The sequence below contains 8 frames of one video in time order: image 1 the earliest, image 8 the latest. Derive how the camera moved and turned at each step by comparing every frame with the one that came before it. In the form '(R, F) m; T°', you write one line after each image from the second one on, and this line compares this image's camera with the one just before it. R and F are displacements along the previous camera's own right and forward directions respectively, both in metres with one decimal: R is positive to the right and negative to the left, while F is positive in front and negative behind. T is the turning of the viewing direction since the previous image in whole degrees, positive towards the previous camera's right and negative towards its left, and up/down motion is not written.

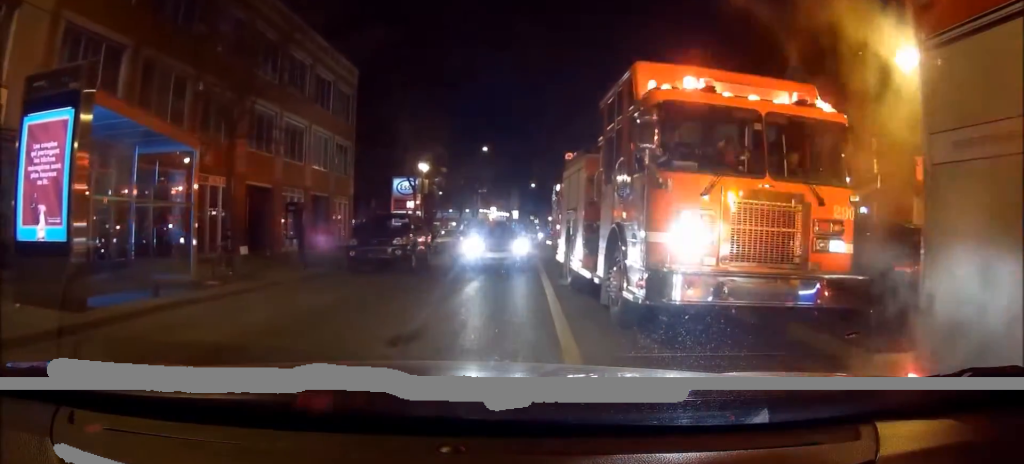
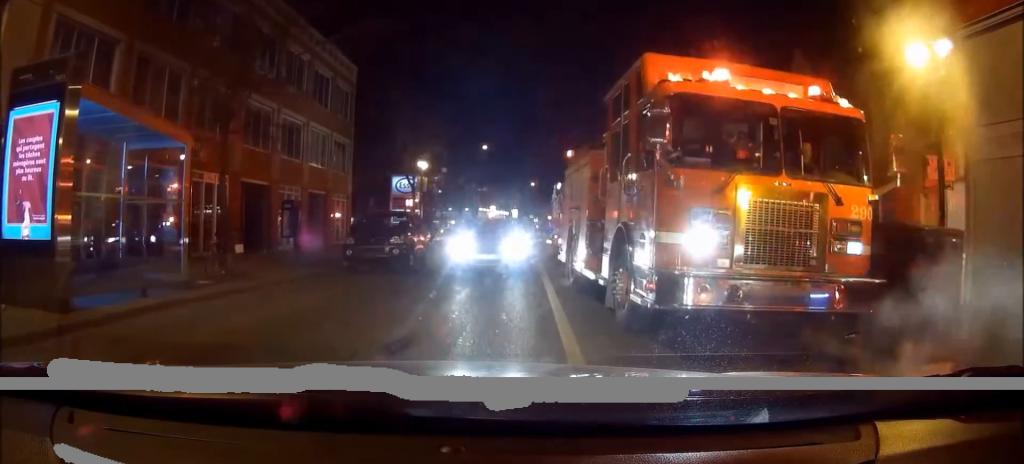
(0.0, +0.6) m; 0°
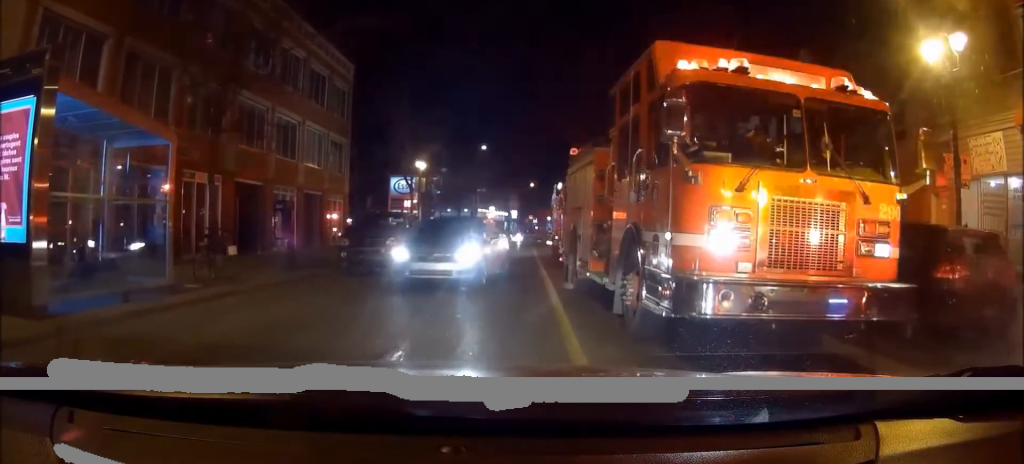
(-0.2, +0.9) m; 0°
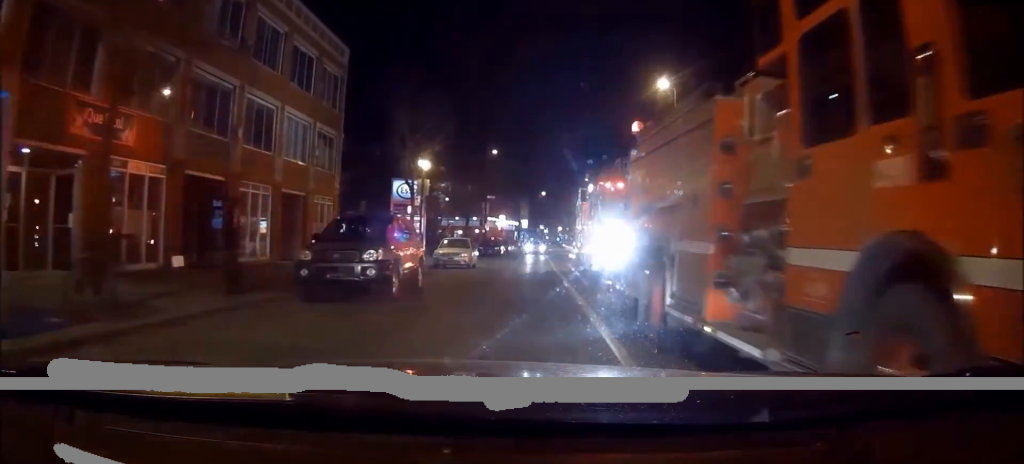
(+0.1, +4.8) m; +6°
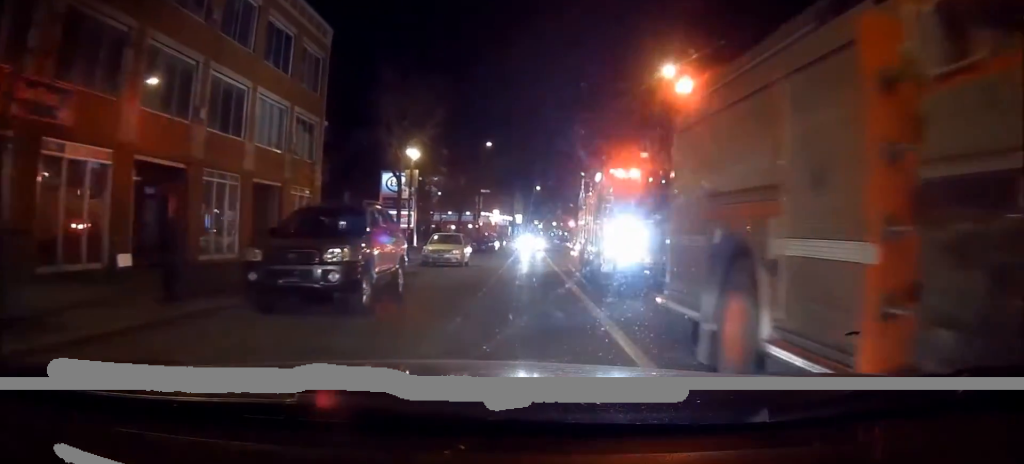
(0.0, +1.9) m; -1°
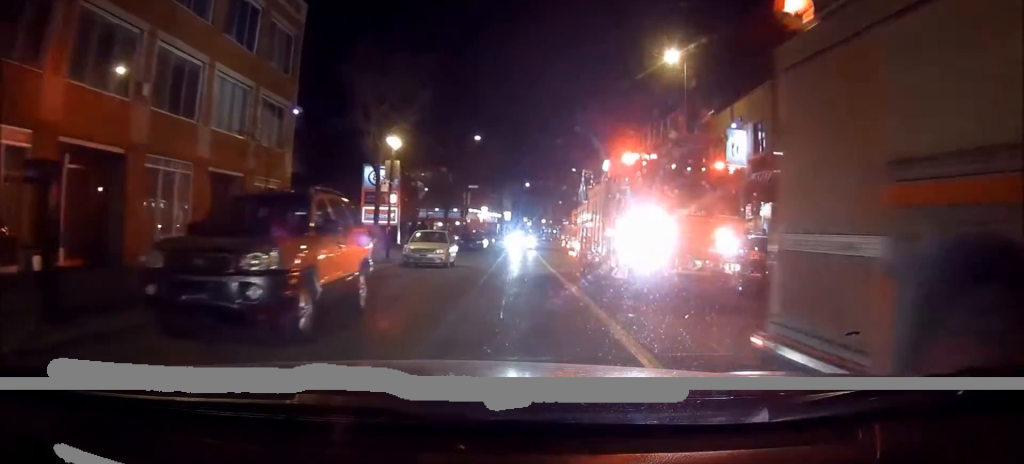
(0.0, +2.3) m; 0°
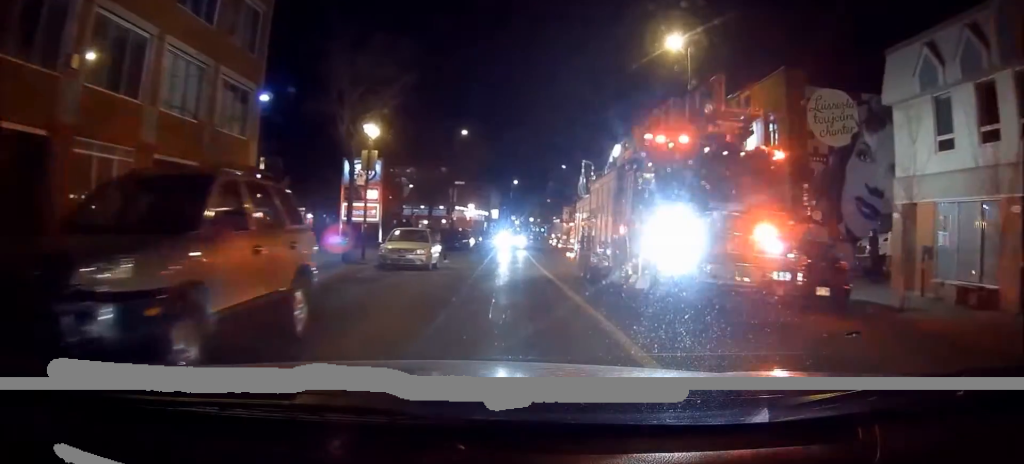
(0.0, +2.2) m; 0°
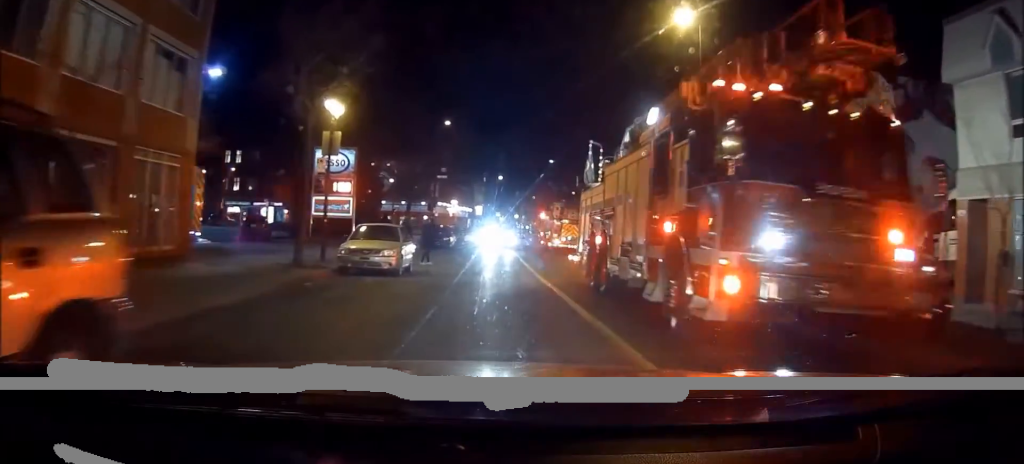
(0.0, +3.6) m; -1°
